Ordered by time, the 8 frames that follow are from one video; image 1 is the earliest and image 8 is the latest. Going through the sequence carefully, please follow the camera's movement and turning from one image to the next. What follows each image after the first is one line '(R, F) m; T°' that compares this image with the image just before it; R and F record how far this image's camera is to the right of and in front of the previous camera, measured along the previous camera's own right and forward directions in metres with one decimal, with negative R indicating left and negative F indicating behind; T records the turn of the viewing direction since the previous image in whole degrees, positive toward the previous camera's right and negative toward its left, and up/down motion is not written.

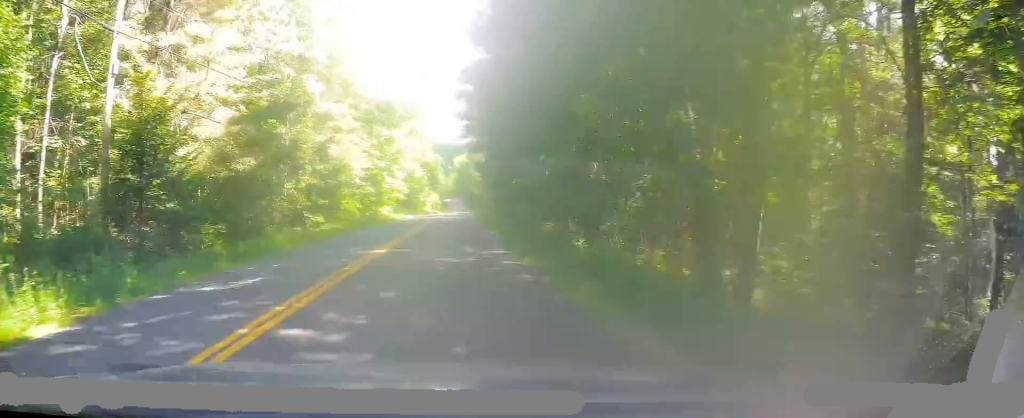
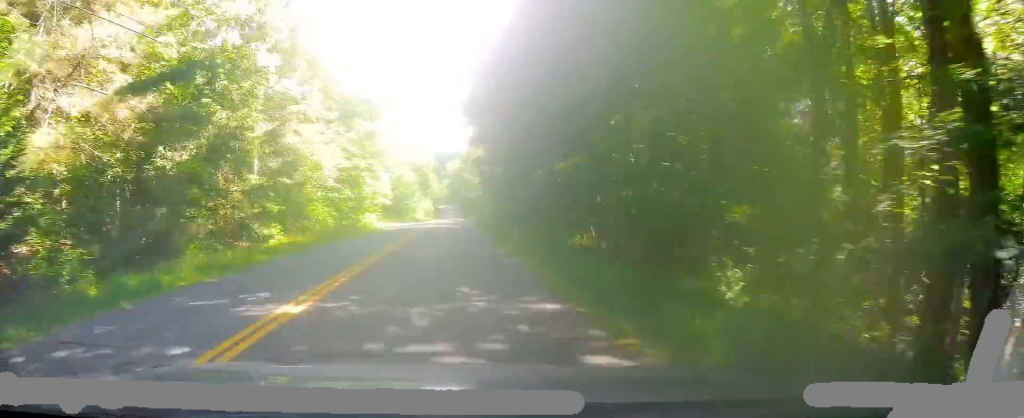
(+0.2, +8.1) m; +1°
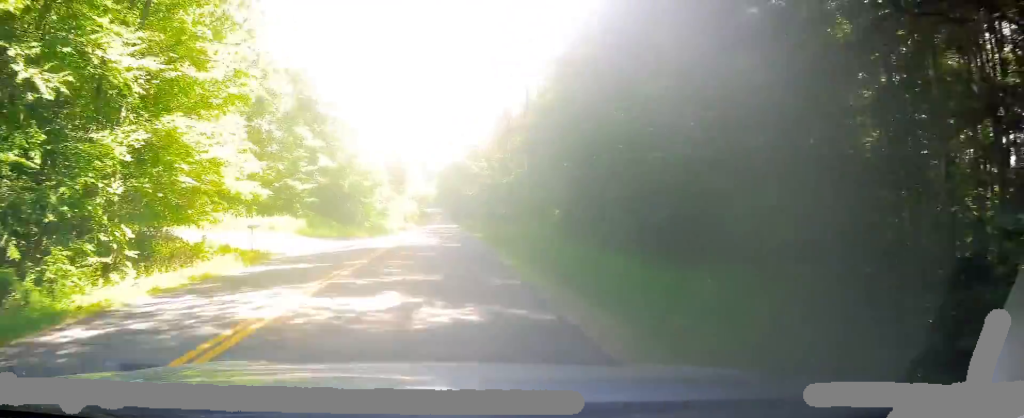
(+0.4, +36.3) m; +2°
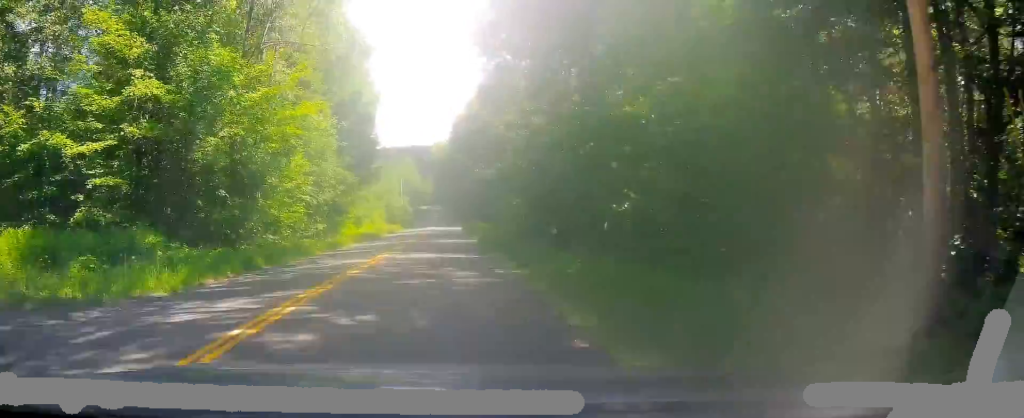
(+0.2, +30.2) m; 0°
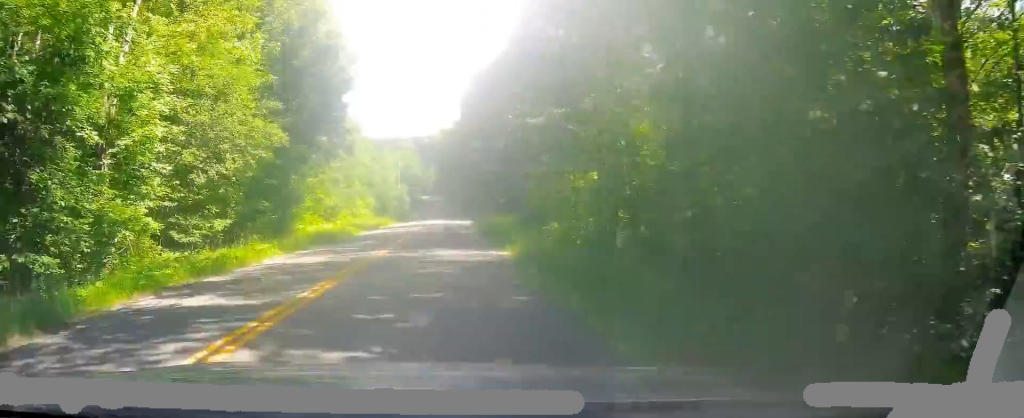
(0.0, +16.3) m; 0°
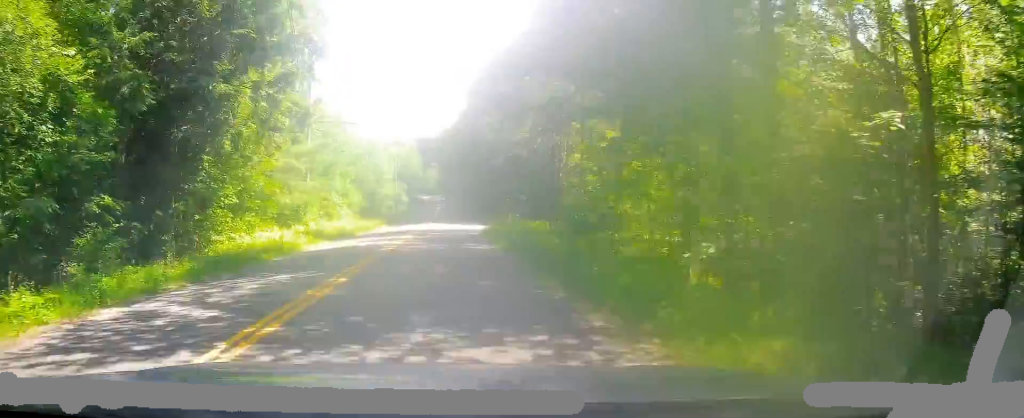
(0.0, +12.8) m; 0°
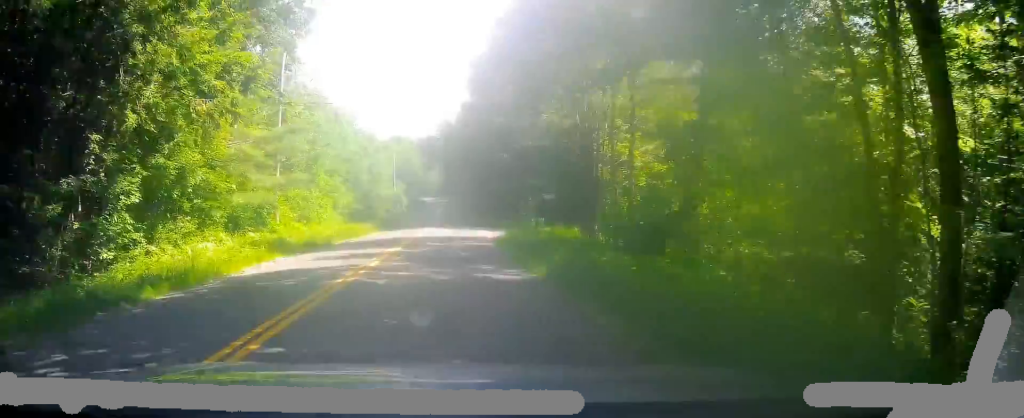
(0.0, +7.6) m; +1°
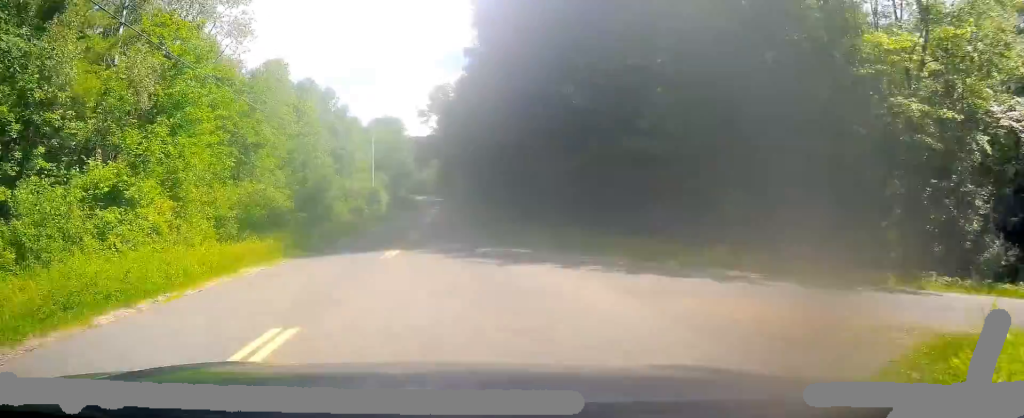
(+0.2, +26.2) m; -1°
